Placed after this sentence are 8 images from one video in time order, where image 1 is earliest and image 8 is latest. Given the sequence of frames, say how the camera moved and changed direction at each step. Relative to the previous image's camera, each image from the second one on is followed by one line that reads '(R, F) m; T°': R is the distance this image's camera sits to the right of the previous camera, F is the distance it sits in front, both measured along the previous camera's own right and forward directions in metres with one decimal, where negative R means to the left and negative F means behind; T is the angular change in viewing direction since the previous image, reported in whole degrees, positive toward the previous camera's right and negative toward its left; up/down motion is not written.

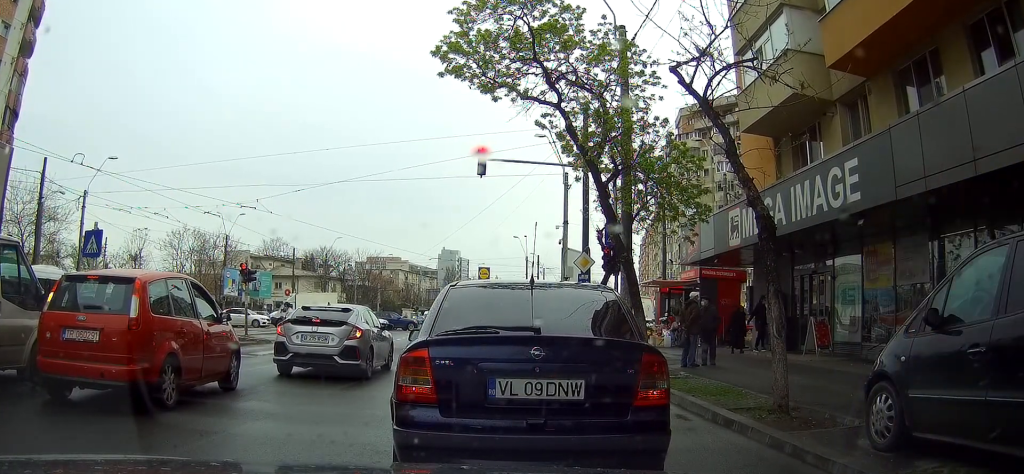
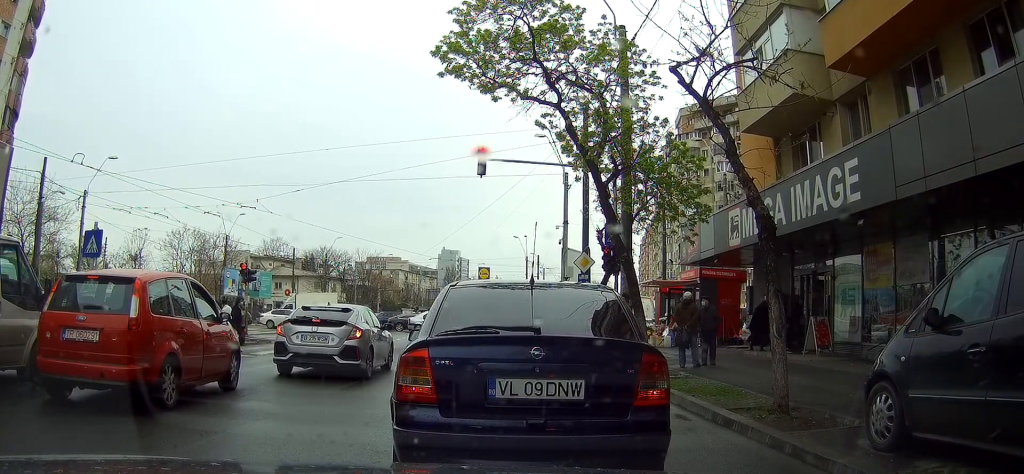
(-0.1, 0.0) m; 0°
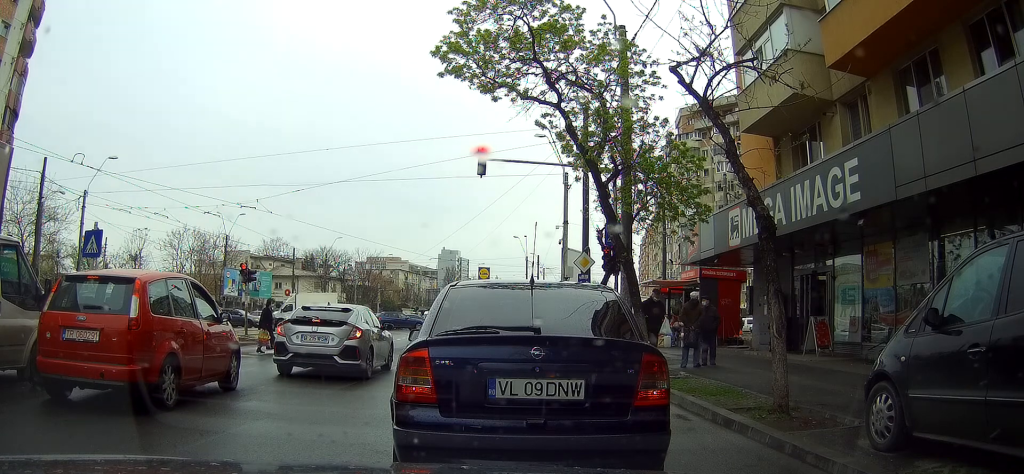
(0.0, 0.0) m; 0°
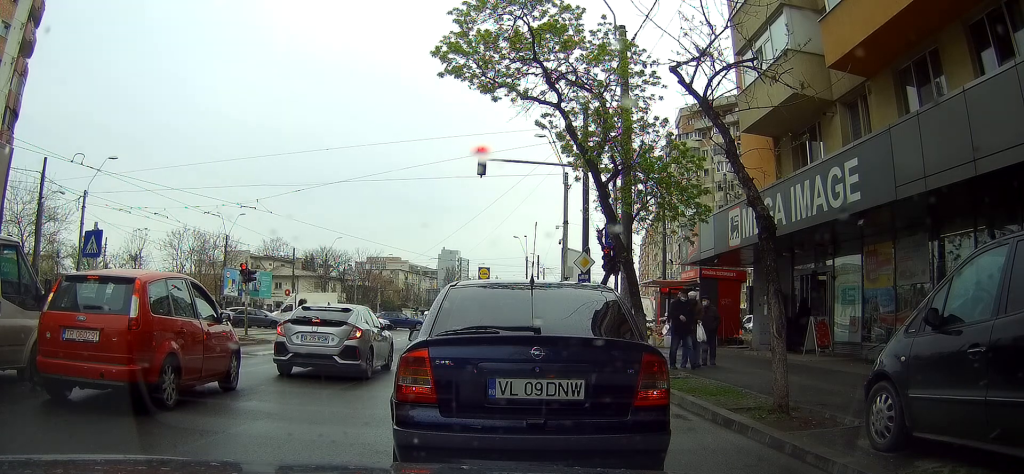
(0.0, 0.0) m; 0°
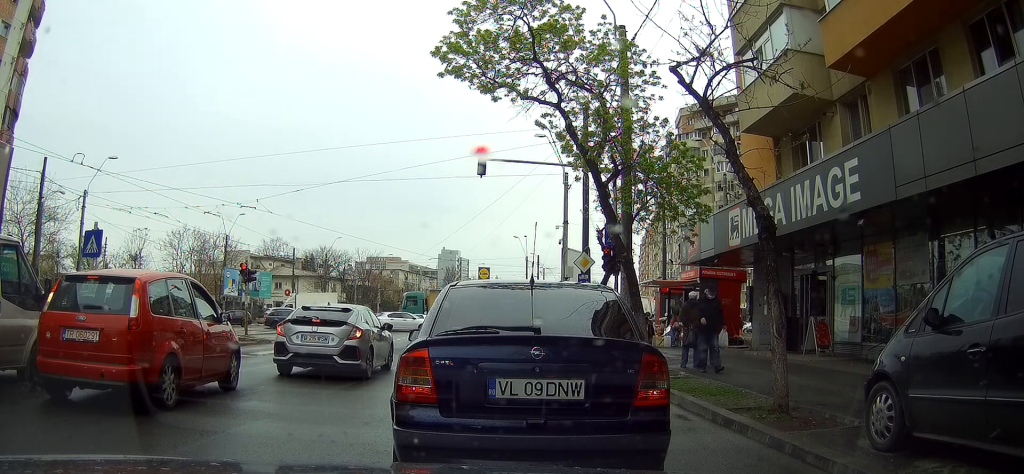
(0.0, 0.0) m; 0°
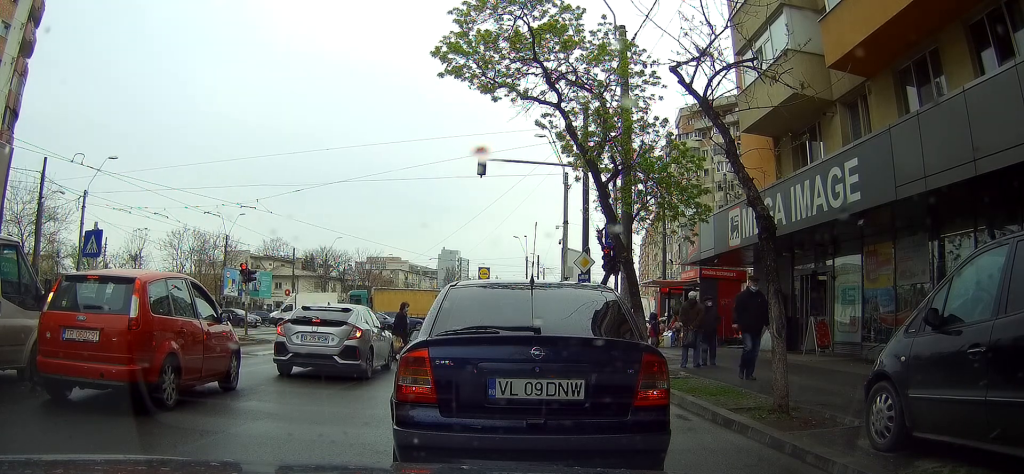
(0.0, 0.0) m; 0°
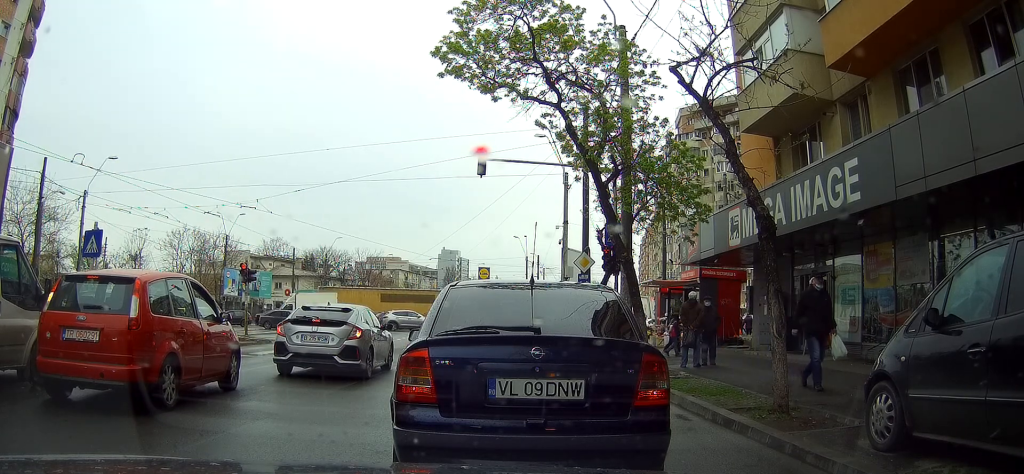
(0.0, +0.1) m; 0°
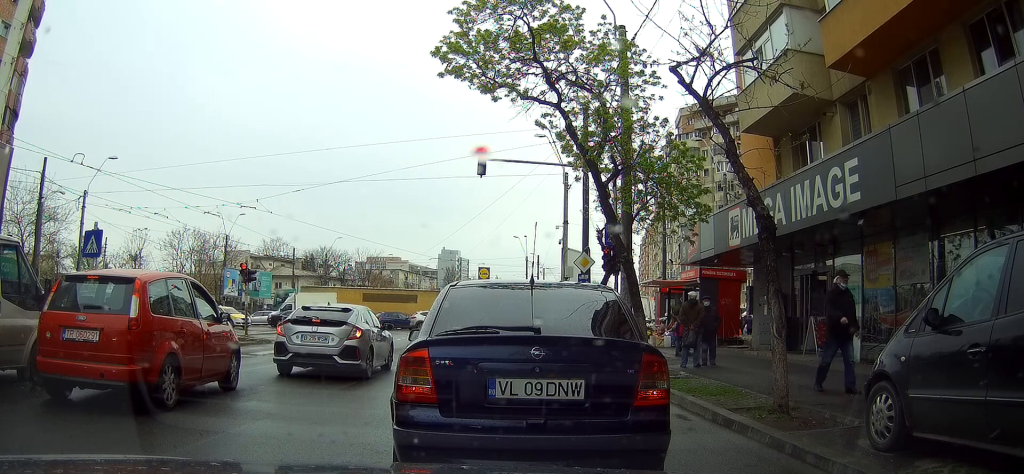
(0.0, 0.0) m; 0°
